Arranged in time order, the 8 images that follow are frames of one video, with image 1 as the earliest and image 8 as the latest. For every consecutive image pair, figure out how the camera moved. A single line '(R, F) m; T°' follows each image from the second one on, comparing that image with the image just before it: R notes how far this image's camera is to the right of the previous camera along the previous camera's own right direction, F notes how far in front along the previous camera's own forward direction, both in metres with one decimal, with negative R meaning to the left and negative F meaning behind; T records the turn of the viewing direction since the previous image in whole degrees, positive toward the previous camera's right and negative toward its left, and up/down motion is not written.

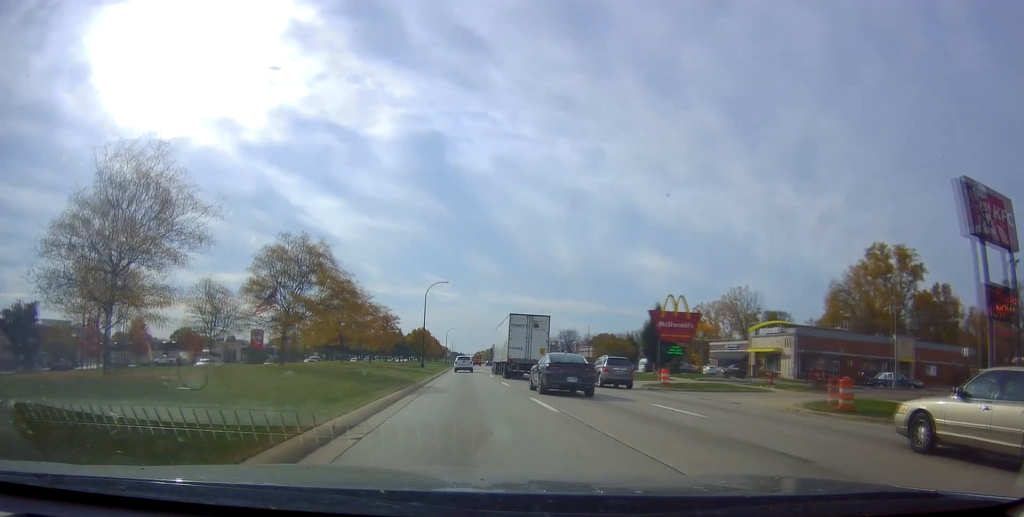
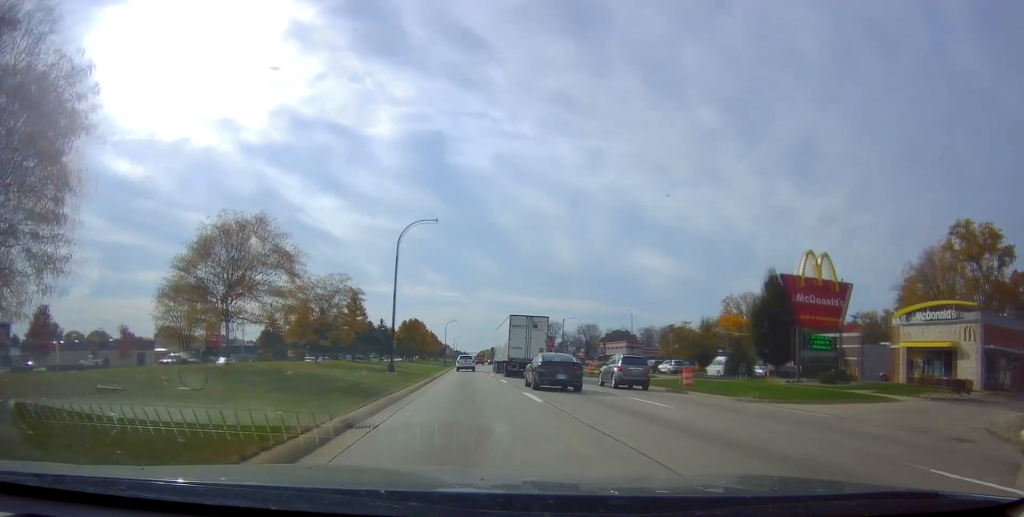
(+0.2, +27.5) m; +1°
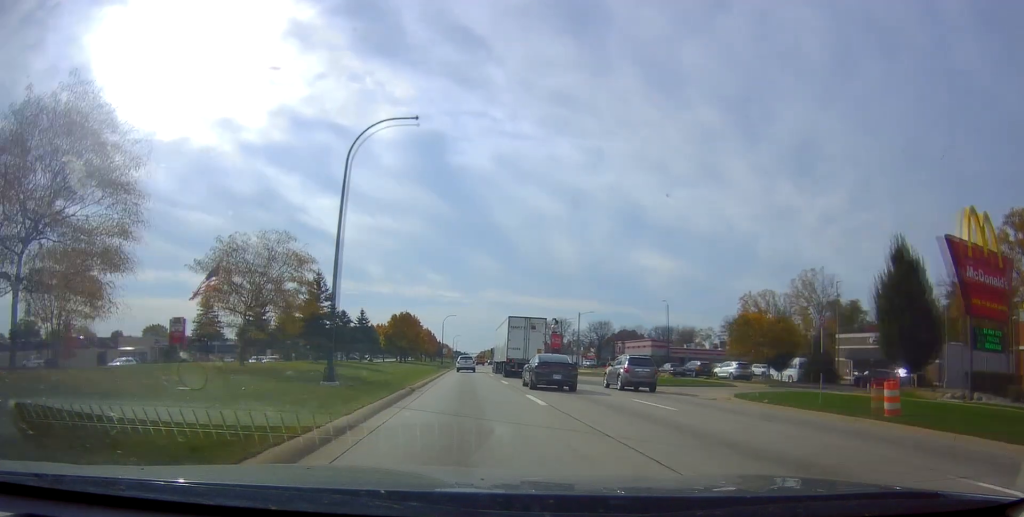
(0.0, +15.5) m; -2°
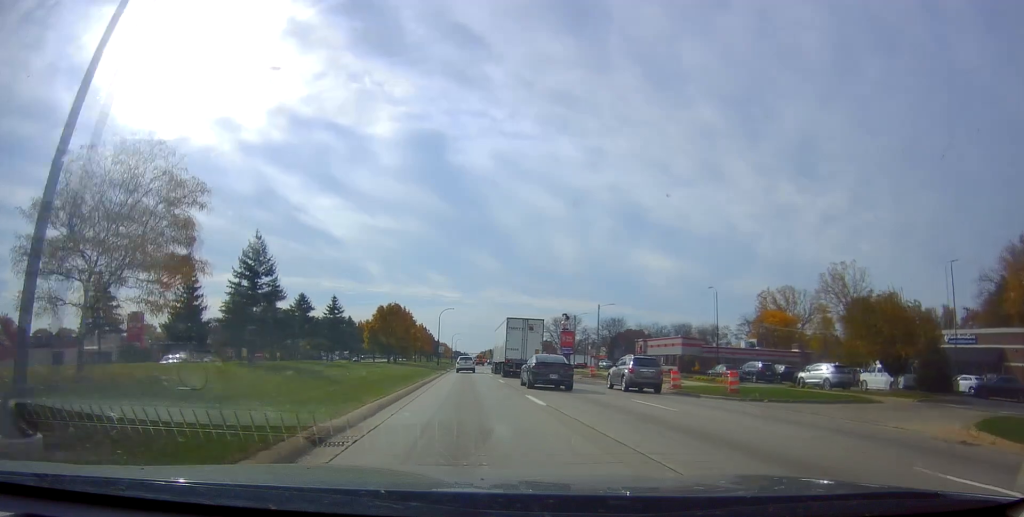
(-0.4, +14.3) m; 0°
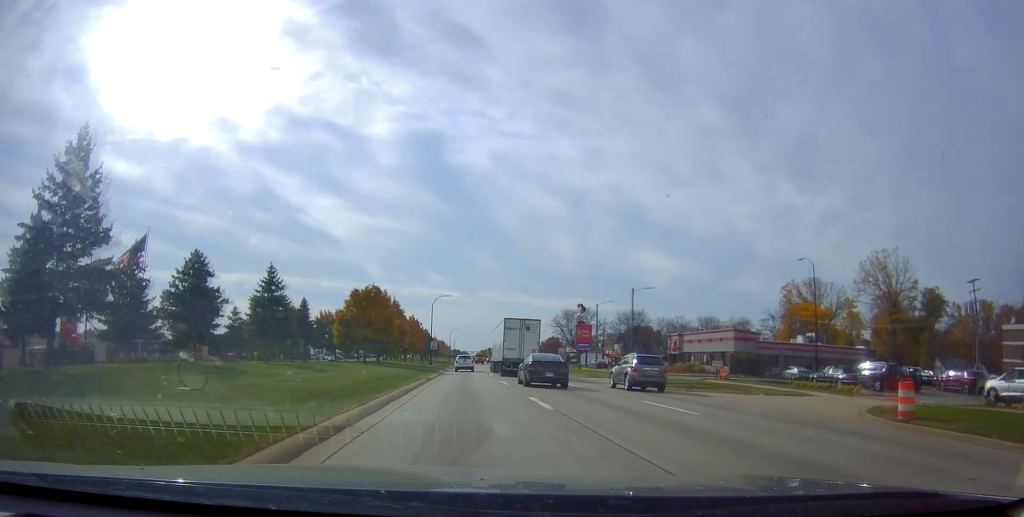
(+0.1, +17.5) m; +1°
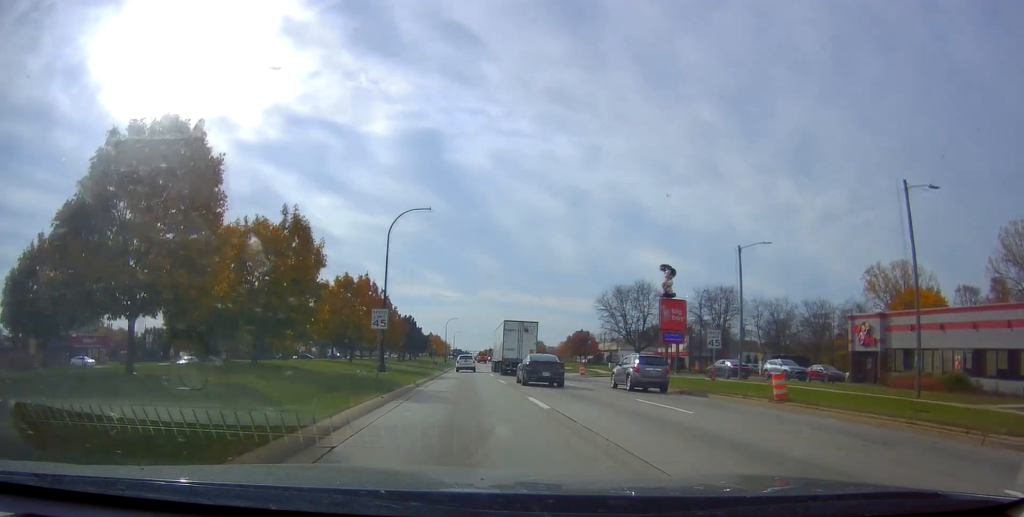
(+0.6, +44.4) m; -1°
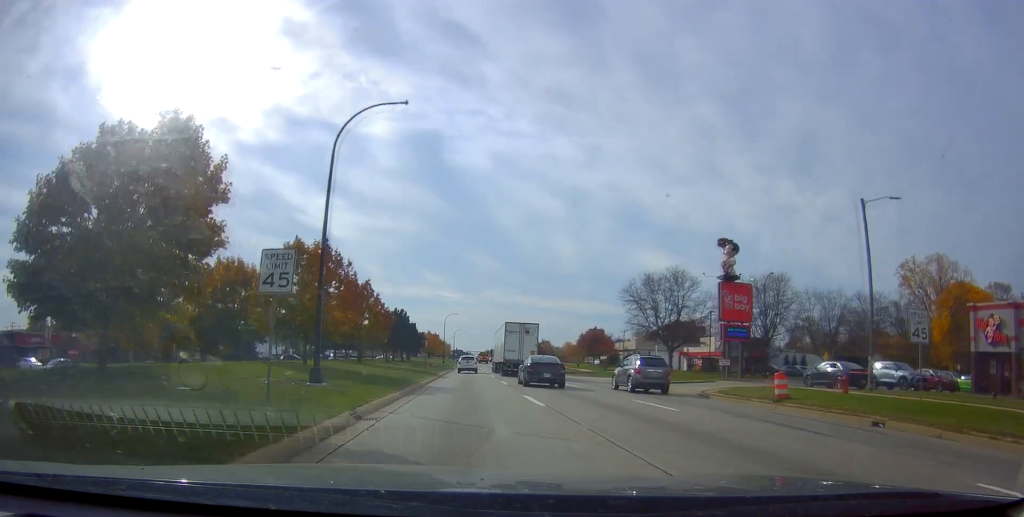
(-0.5, +14.3) m; 0°
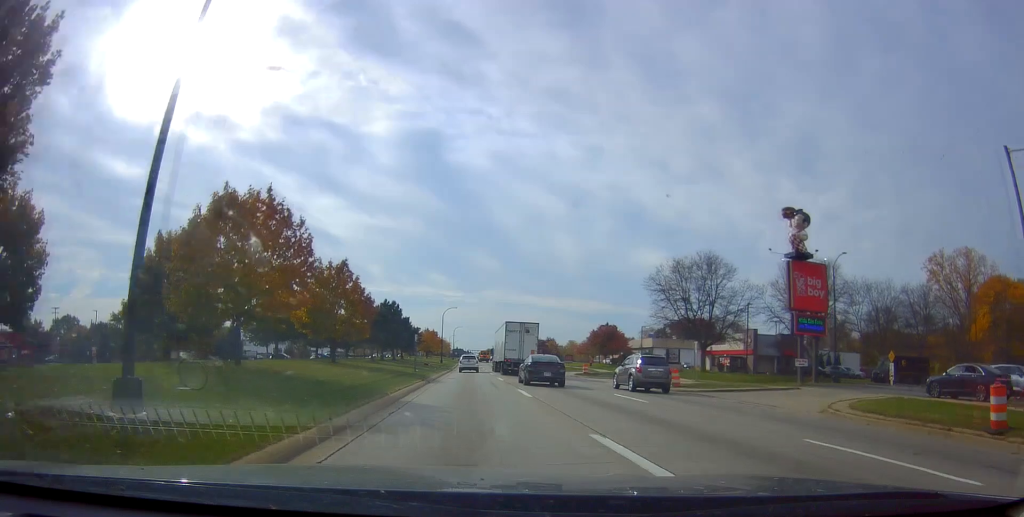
(-0.1, +10.6) m; 0°
